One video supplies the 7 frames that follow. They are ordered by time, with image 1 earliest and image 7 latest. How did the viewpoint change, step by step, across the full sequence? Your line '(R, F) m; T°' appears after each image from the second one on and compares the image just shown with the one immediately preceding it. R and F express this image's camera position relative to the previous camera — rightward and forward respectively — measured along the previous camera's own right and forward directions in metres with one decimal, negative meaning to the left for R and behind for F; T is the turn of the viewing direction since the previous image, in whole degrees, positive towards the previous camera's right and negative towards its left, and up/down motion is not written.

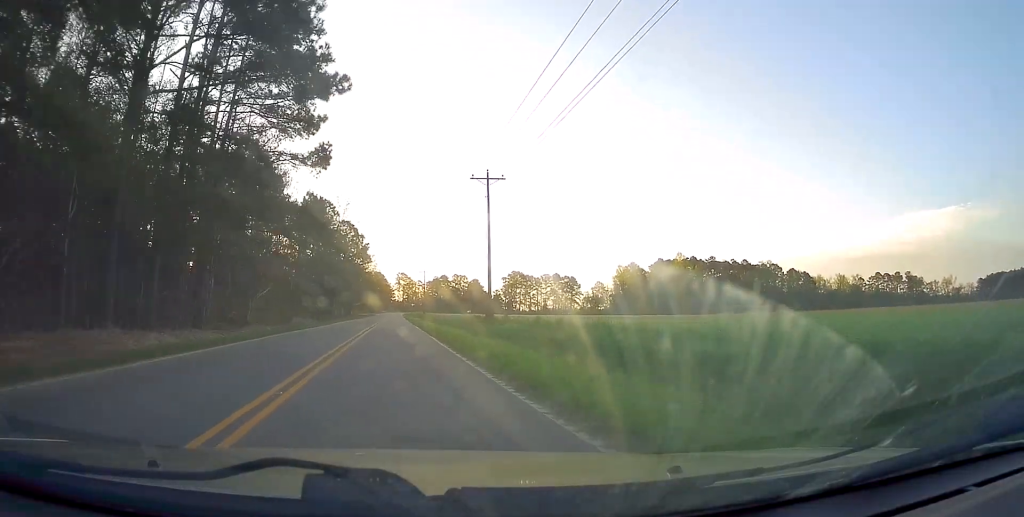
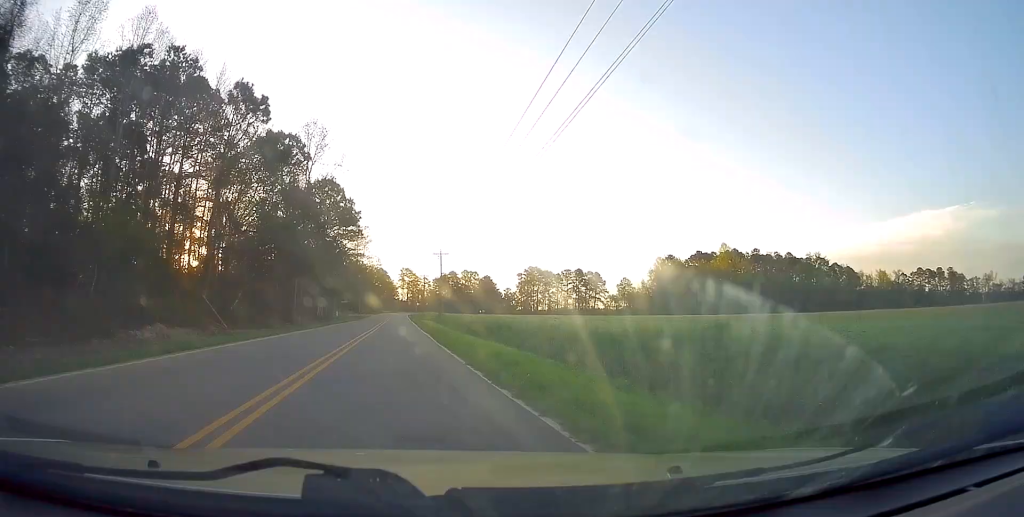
(-0.5, +40.2) m; 0°
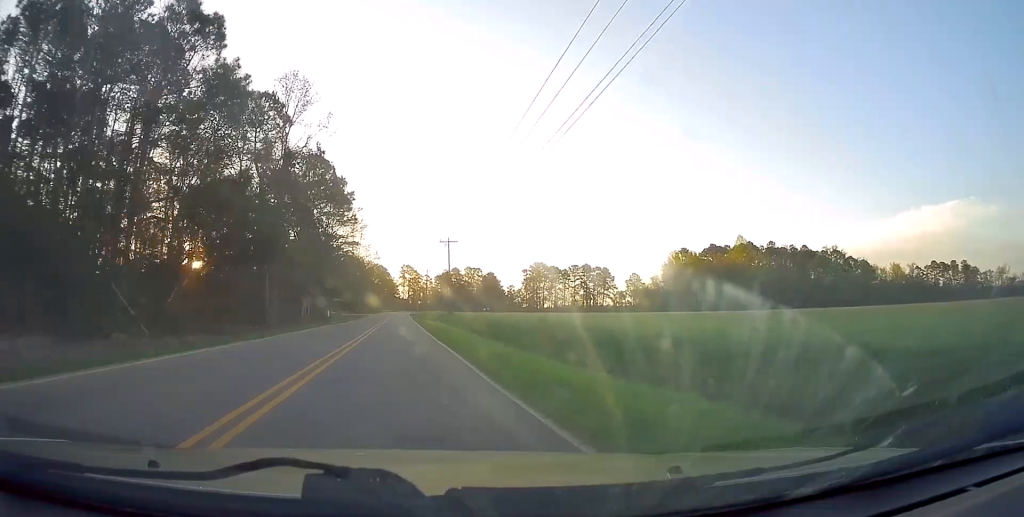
(+0.1, +13.2) m; +1°
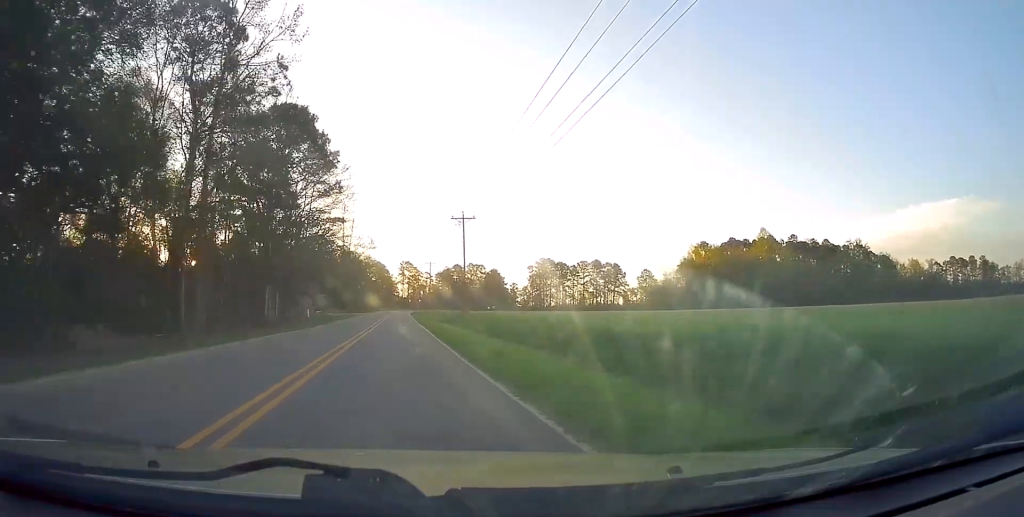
(0.0, +18.3) m; 0°
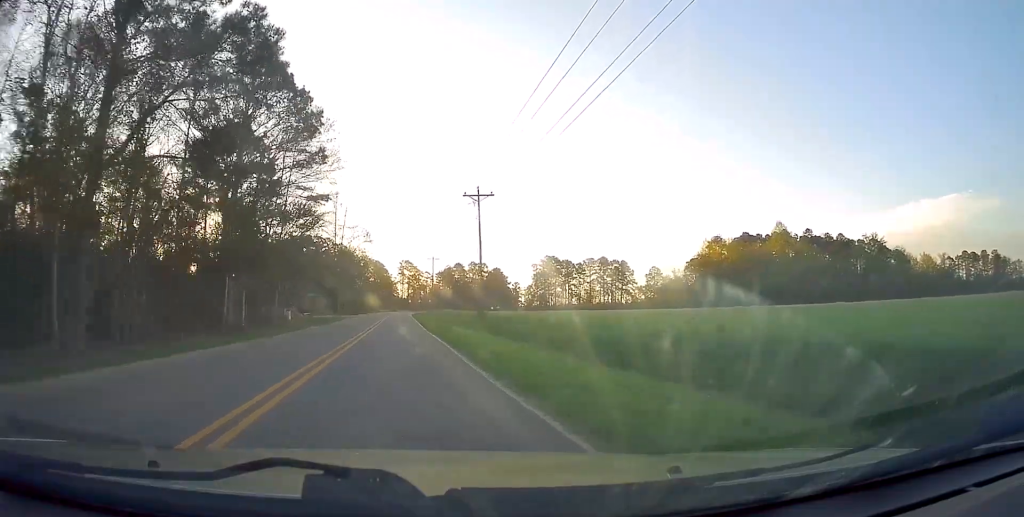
(0.0, +11.7) m; 0°
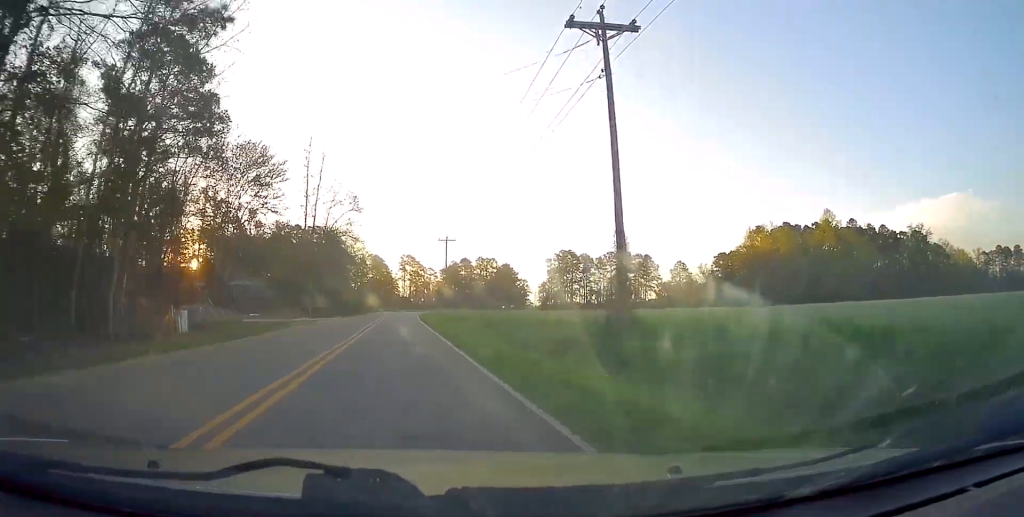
(-0.1, +29.0) m; 0°
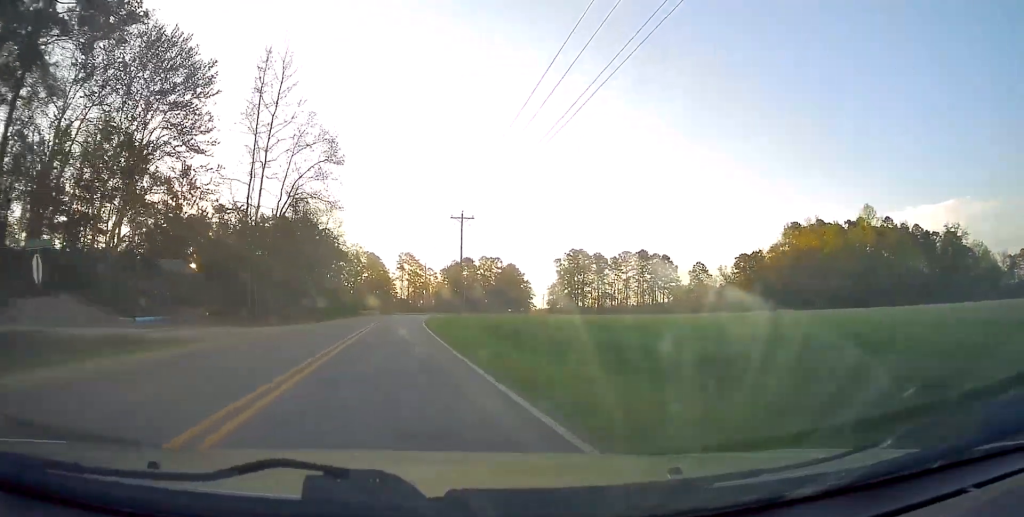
(0.0, +22.6) m; 0°
